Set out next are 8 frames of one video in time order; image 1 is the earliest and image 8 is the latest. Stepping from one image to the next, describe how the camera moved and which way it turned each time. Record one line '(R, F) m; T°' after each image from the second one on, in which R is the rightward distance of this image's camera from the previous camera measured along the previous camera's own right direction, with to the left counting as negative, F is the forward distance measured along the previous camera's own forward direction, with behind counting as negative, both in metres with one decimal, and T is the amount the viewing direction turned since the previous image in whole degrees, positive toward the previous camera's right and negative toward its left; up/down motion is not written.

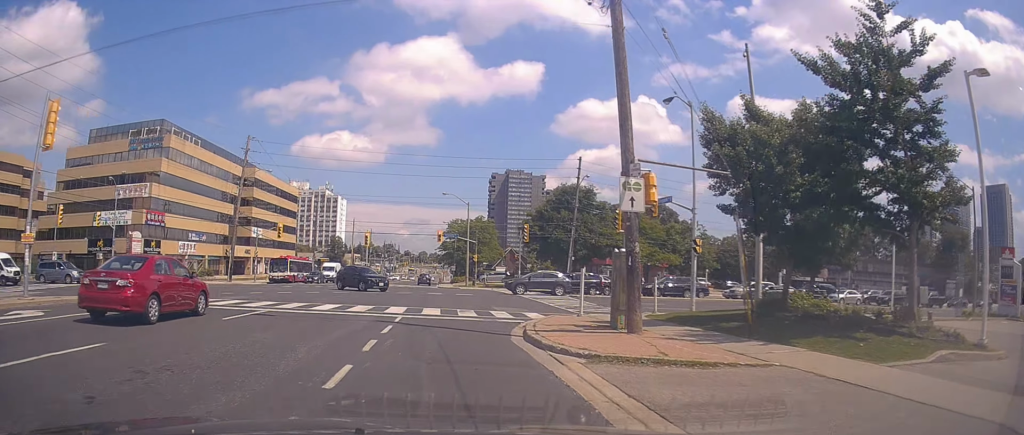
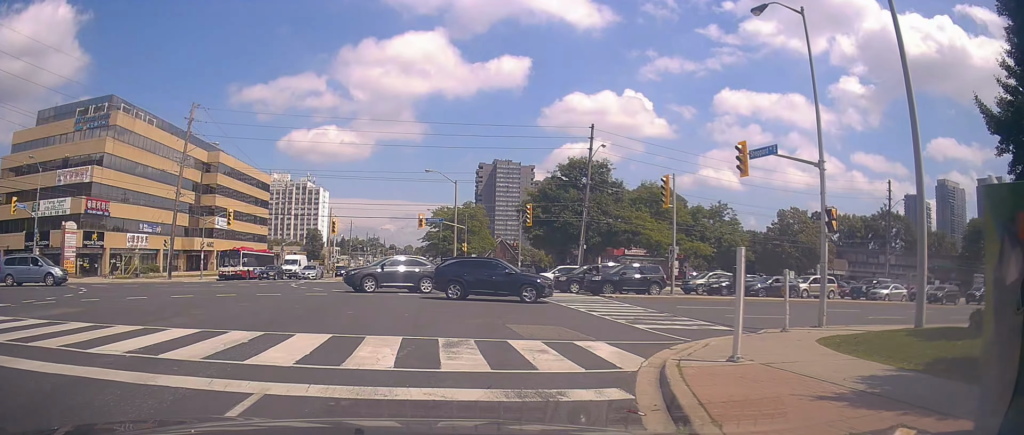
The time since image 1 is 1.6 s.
(-0.6, +14.3) m; 0°
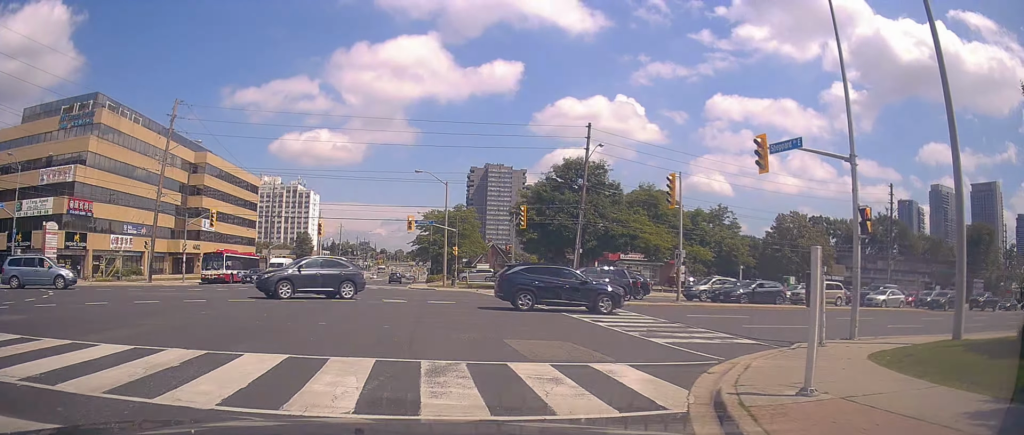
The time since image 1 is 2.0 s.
(+0.3, +3.7) m; +1°
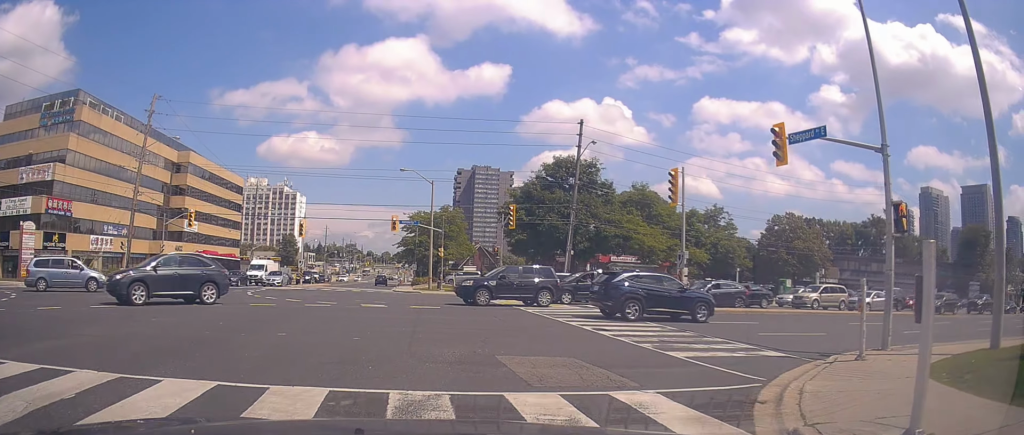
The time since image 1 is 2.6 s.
(-0.3, +4.1) m; -3°
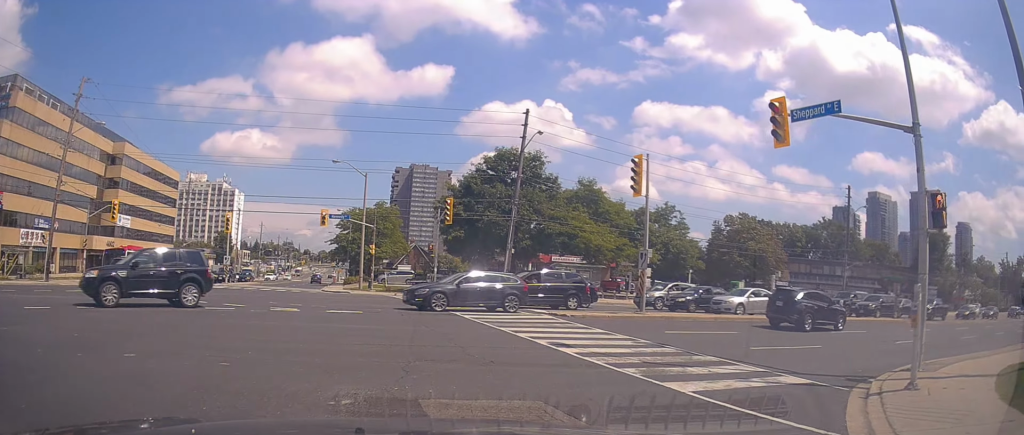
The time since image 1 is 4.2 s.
(-0.4, +6.9) m; -4°
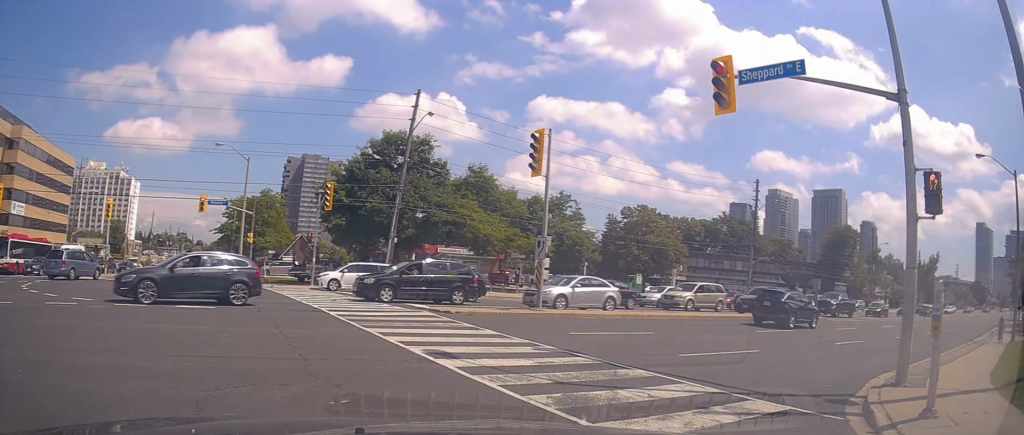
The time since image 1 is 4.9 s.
(-0.2, +1.4) m; +16°
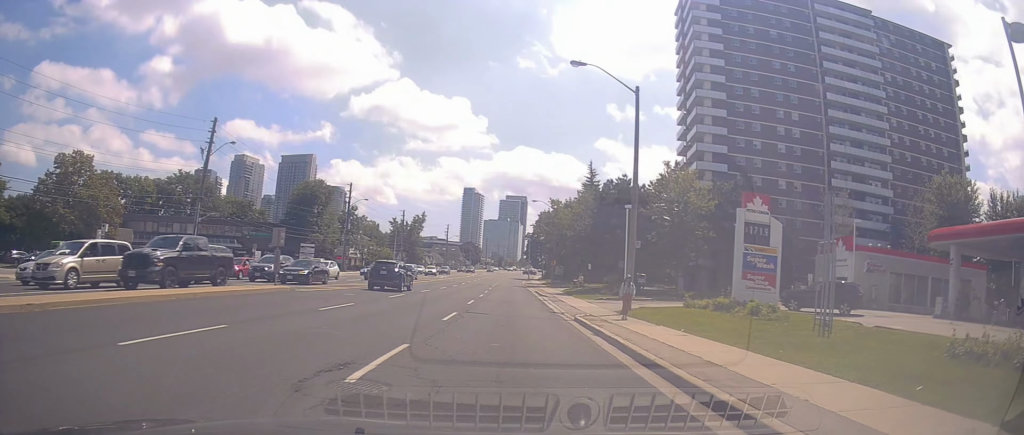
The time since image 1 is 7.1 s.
(+4.0, +7.5) m; +41°
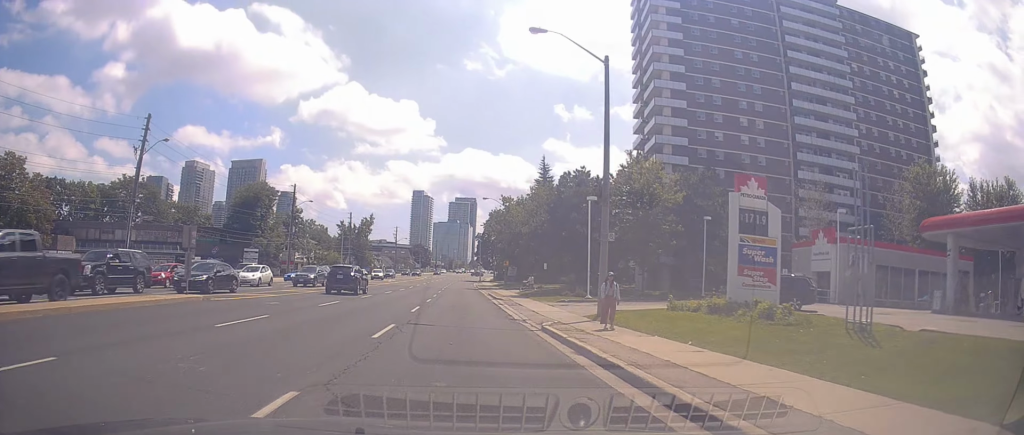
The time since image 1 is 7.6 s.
(+0.3, +3.2) m; +9°
